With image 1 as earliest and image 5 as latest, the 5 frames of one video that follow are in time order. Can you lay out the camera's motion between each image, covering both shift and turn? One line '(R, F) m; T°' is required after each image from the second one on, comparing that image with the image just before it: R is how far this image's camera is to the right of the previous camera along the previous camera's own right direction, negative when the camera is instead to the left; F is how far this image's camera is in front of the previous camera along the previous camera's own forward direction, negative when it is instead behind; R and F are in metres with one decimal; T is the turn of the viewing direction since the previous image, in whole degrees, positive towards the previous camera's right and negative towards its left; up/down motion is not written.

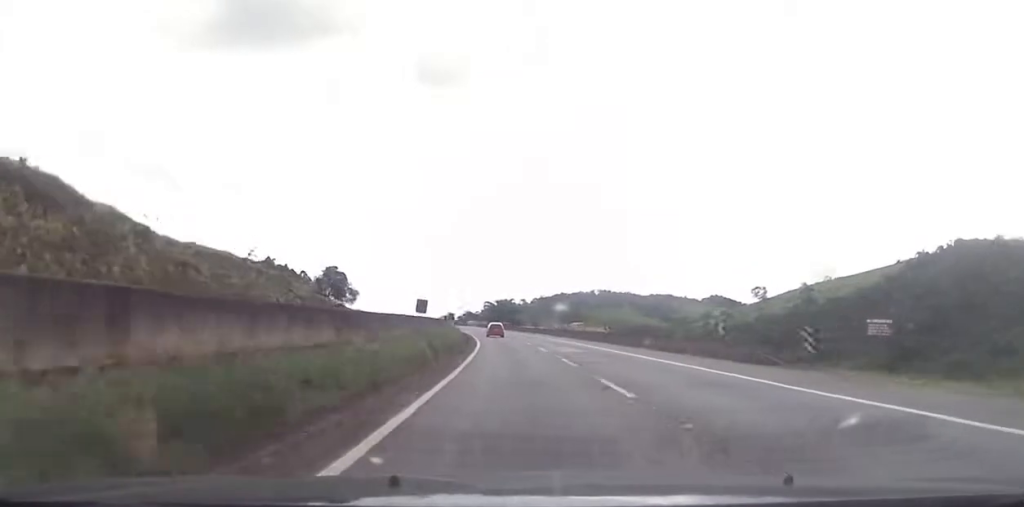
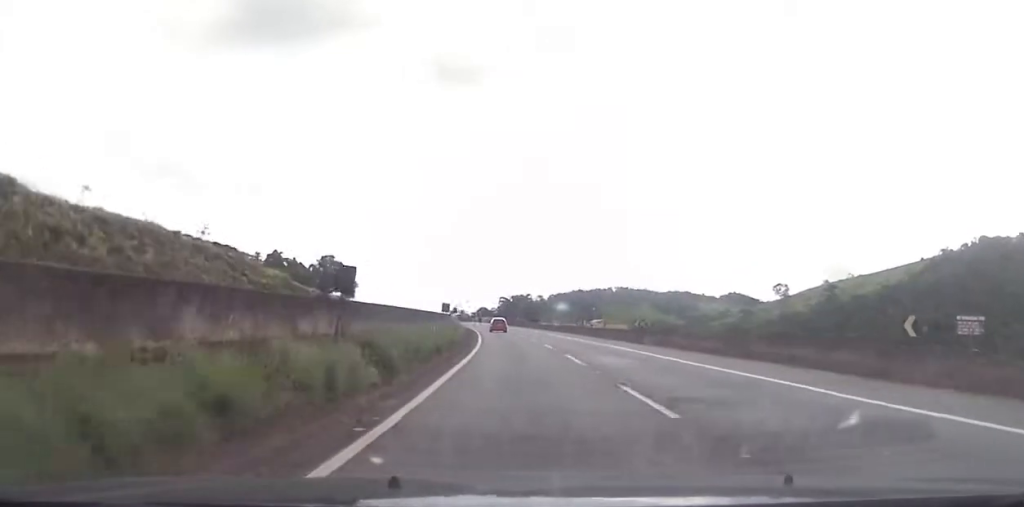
(-0.1, +15.4) m; -1°
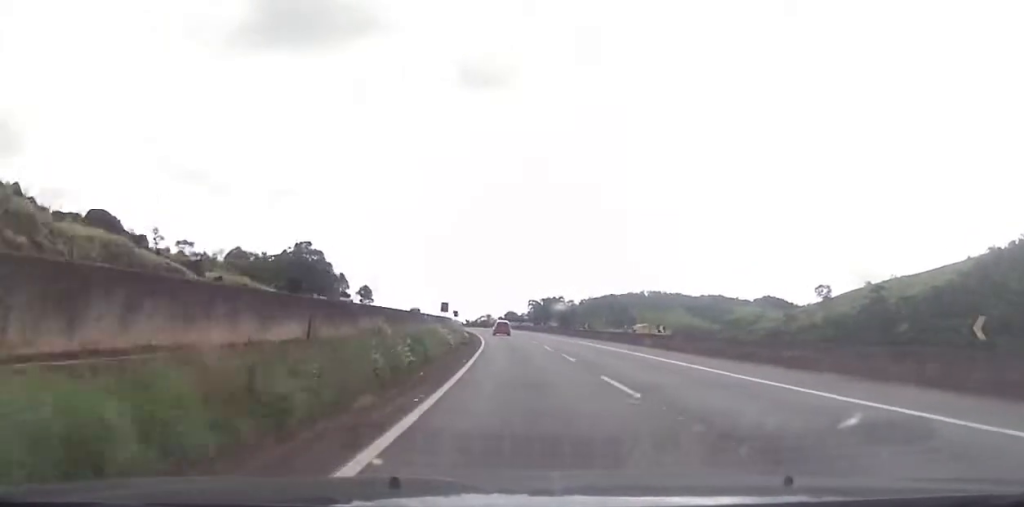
(-0.6, +32.7) m; -3°
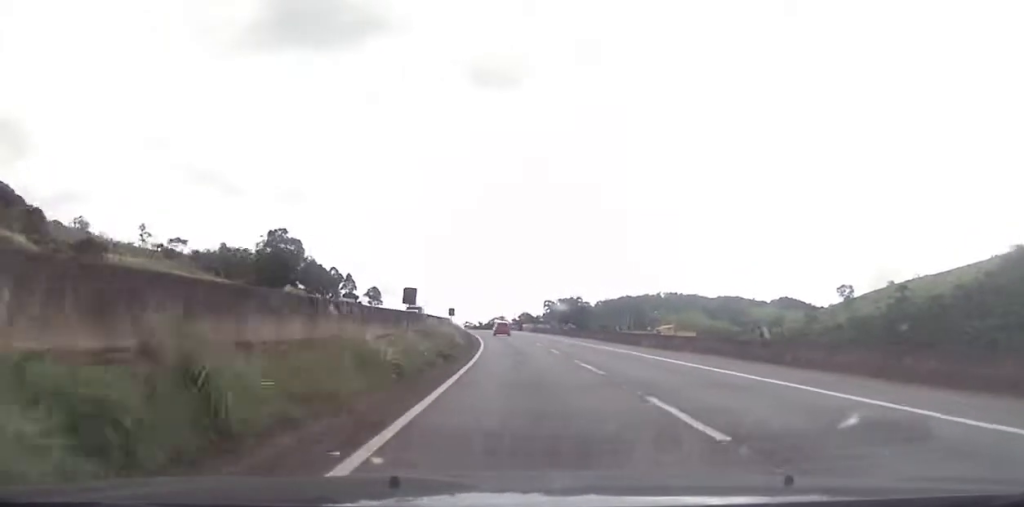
(-0.5, +17.2) m; -1°
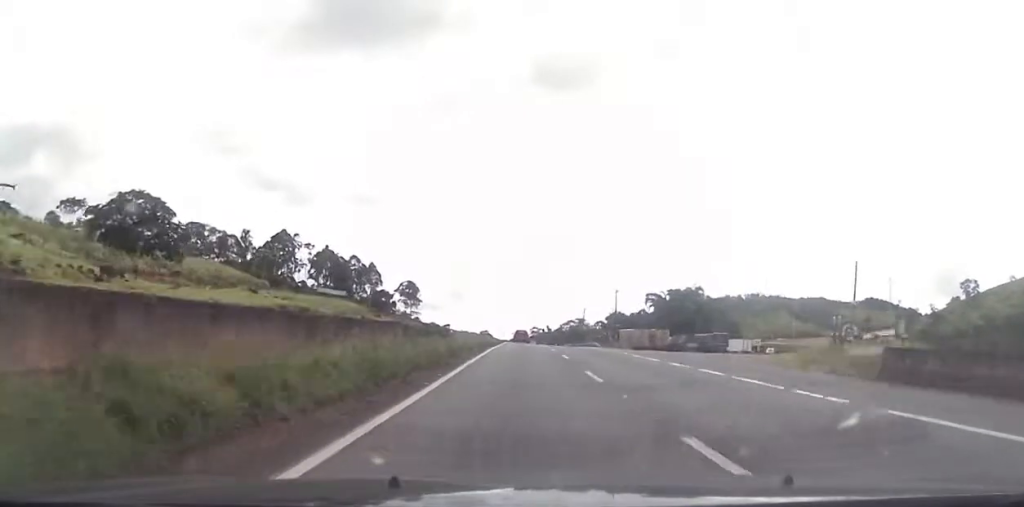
(-5.3, +99.4) m; -7°
